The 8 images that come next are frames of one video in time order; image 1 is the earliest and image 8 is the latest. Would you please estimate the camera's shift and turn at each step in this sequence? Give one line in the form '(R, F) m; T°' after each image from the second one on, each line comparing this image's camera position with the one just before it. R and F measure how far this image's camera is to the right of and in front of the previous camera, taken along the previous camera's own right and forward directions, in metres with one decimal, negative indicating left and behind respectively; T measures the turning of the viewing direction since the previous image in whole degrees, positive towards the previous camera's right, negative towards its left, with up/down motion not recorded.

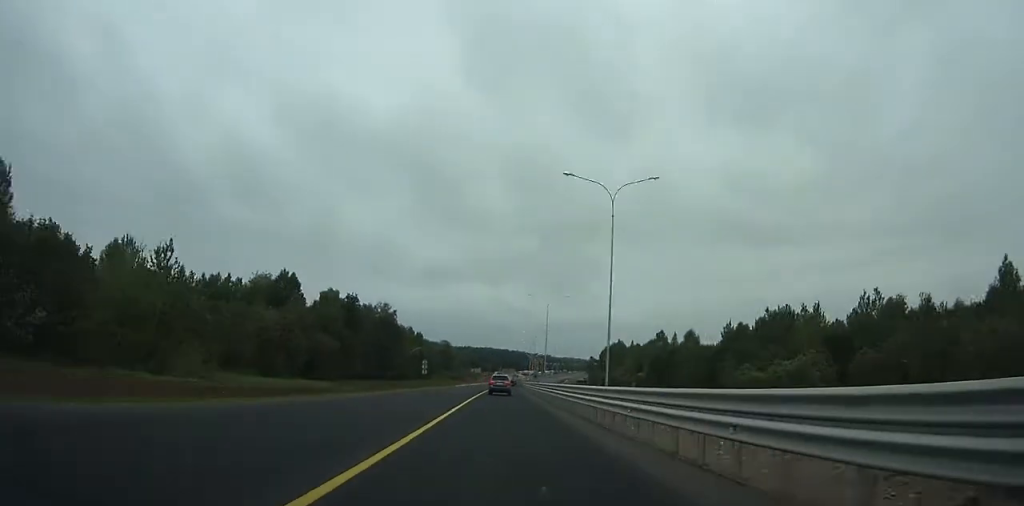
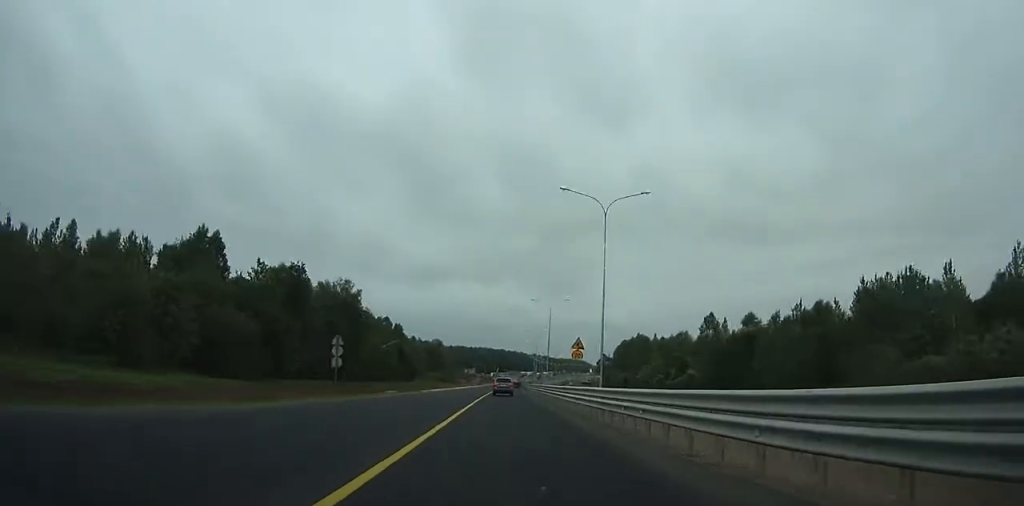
(0.0, +42.3) m; +1°
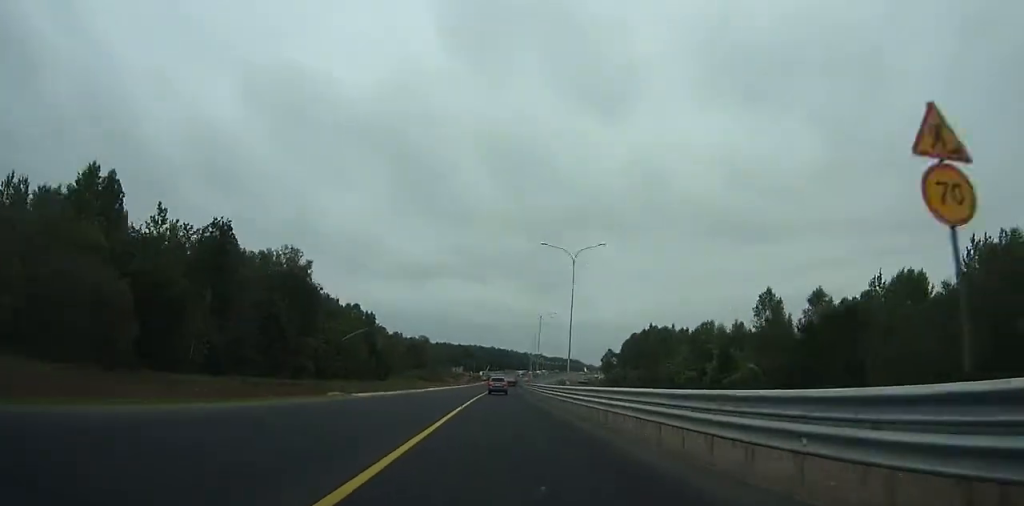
(+0.1, +30.7) m; +1°
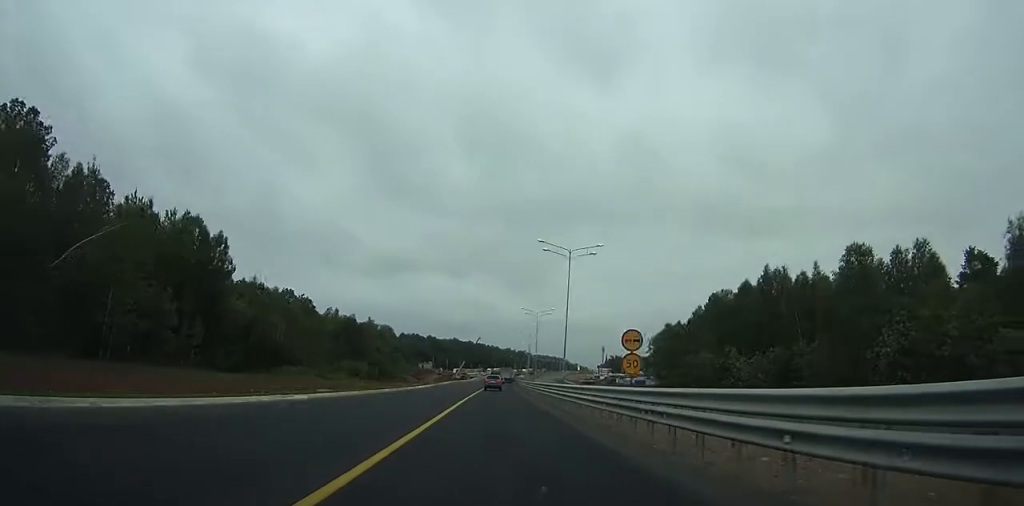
(+1.8, +82.8) m; +3°
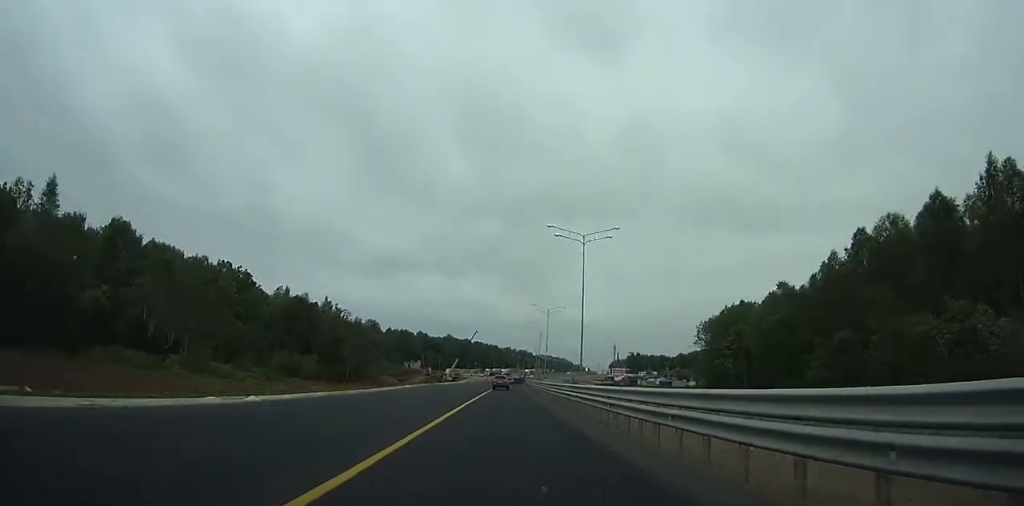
(+0.4, +47.8) m; +2°
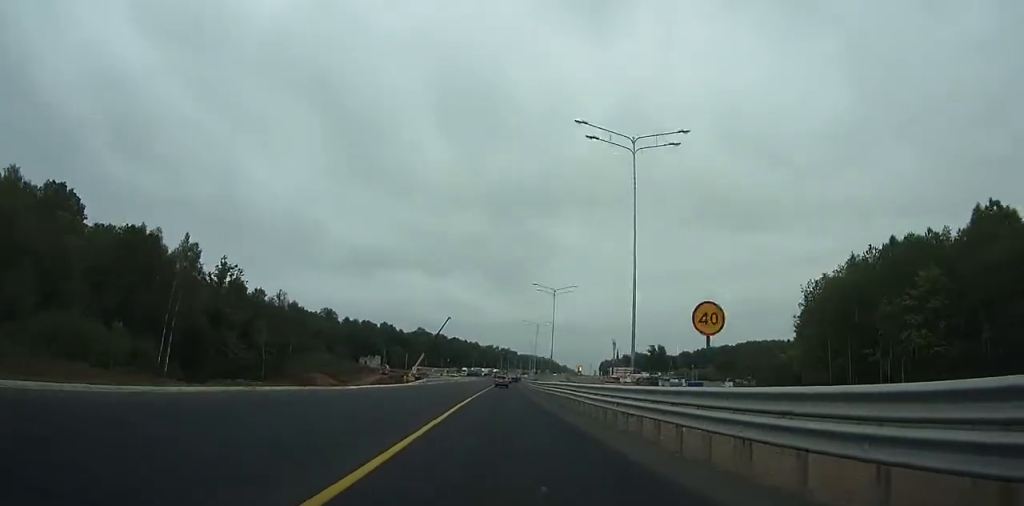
(+4.1, +61.8) m; +4°
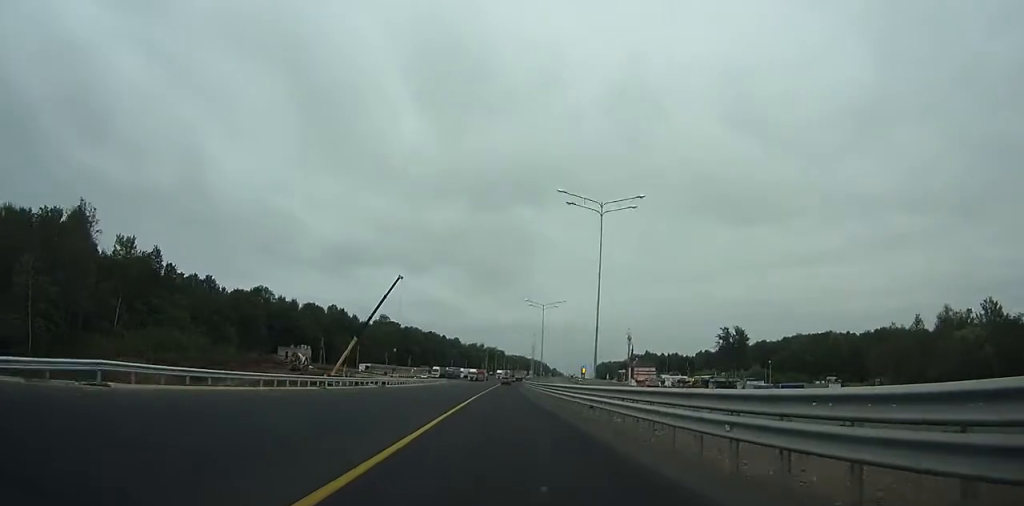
(-7.7, +85.2) m; -8°
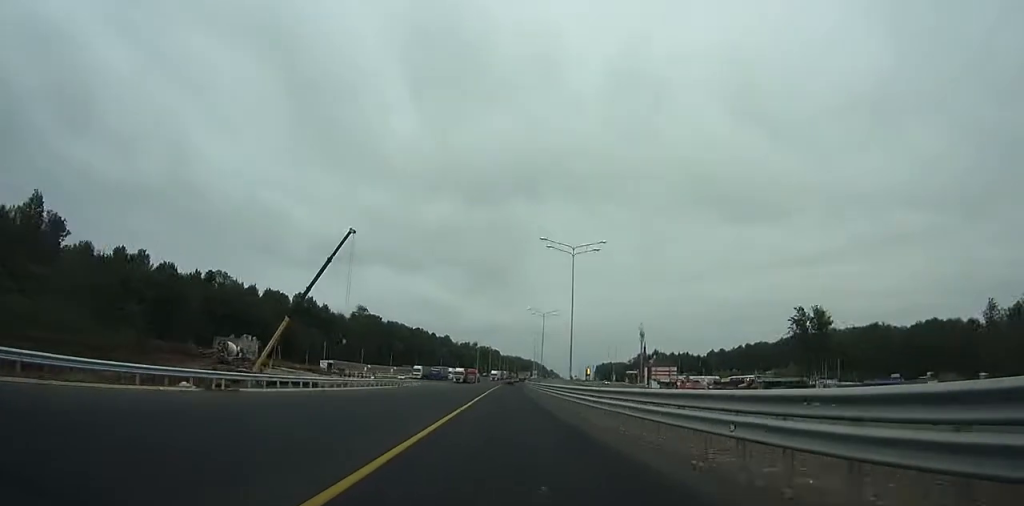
(+2.0, +37.8) m; +4°
